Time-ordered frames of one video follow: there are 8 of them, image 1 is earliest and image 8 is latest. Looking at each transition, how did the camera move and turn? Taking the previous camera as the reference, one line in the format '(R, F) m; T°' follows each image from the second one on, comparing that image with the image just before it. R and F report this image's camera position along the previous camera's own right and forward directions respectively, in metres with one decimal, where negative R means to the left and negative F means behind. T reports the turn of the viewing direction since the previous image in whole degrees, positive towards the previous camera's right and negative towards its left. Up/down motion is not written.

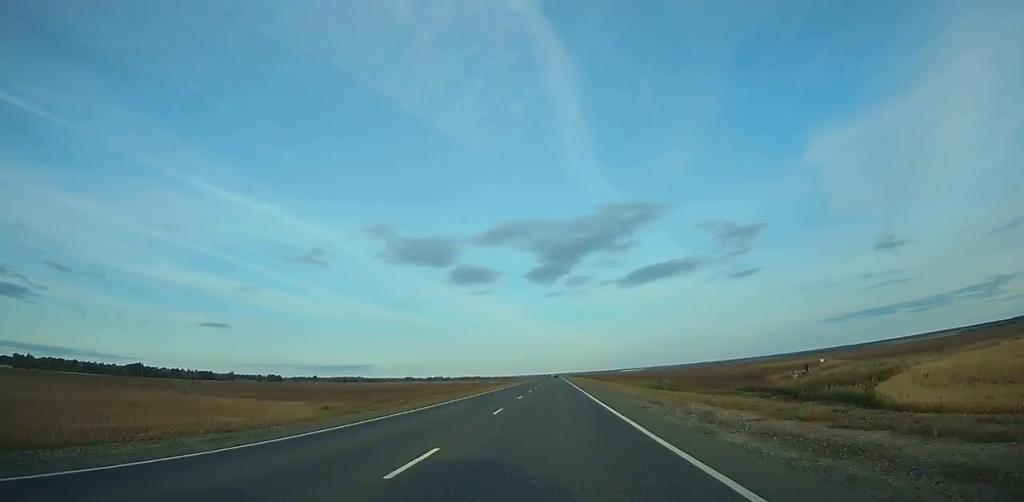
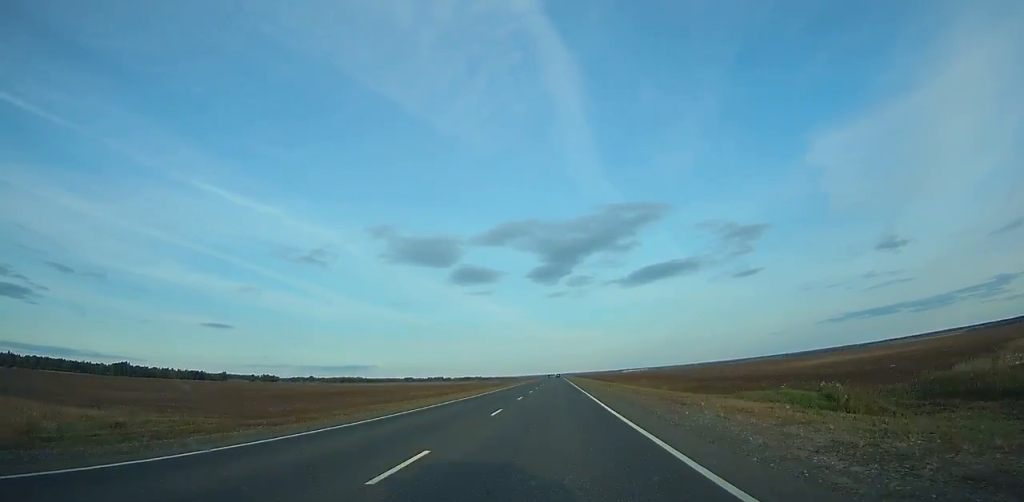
(+0.1, +36.8) m; 0°
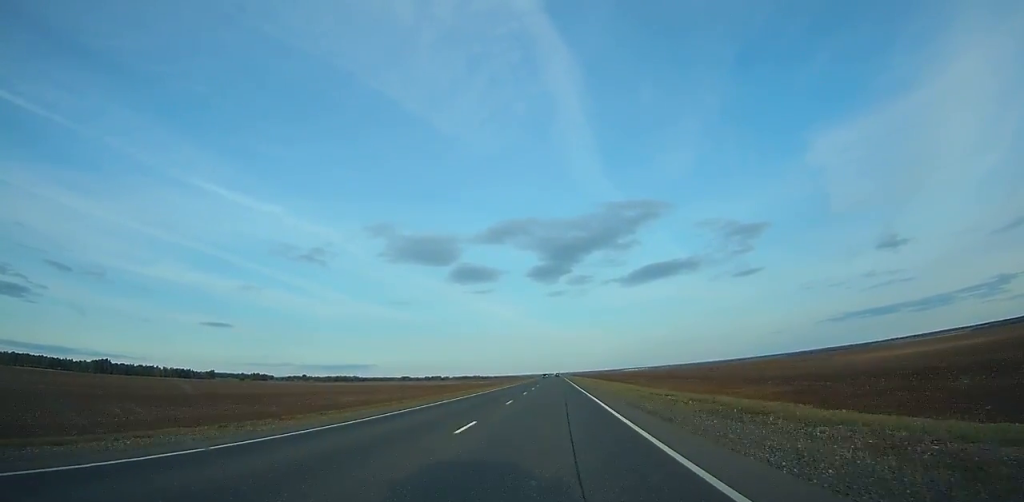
(+0.1, +42.1) m; 0°
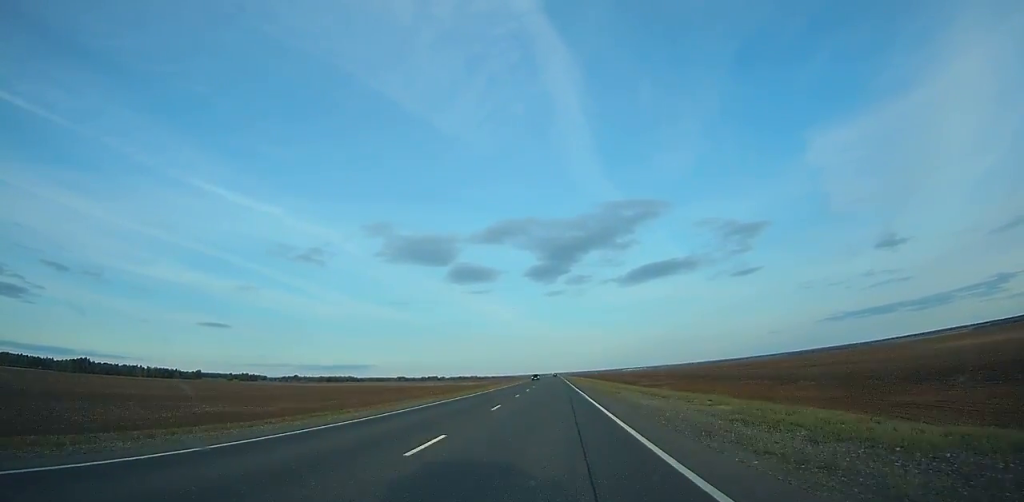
(0.0, +39.8) m; 0°
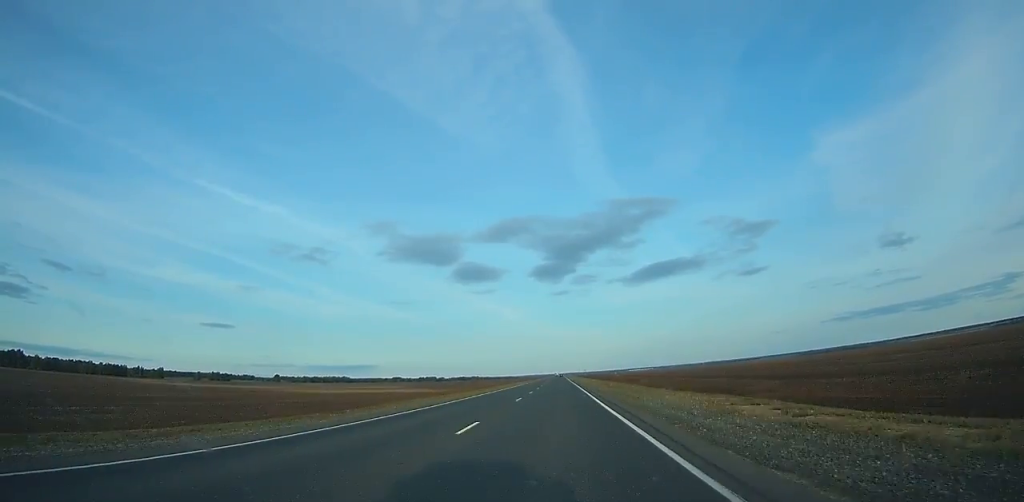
(-0.2, +128.1) m; 0°
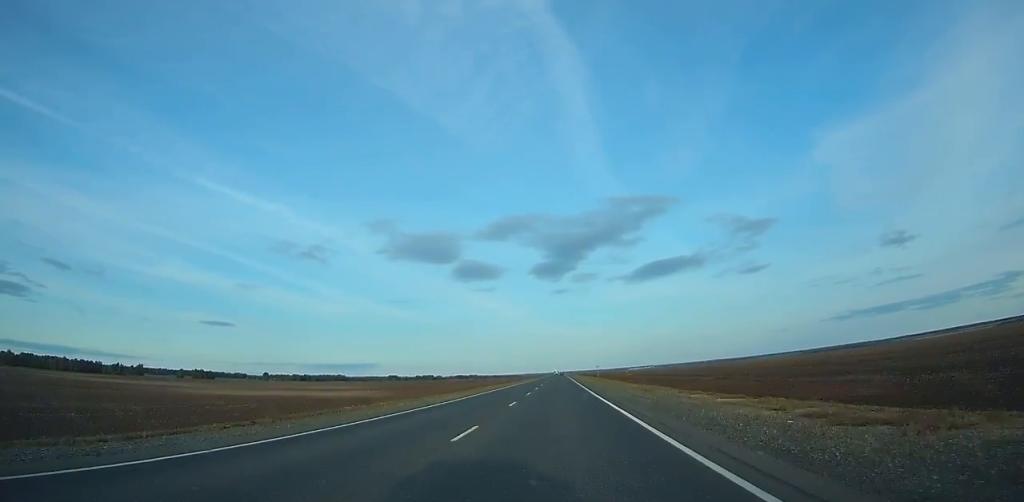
(0.0, +53.8) m; 0°
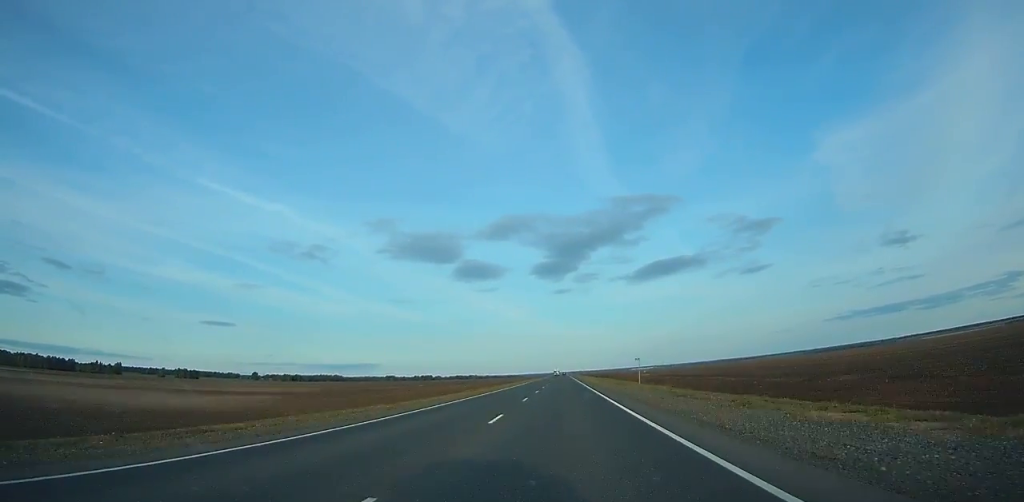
(0.0, +56.4) m; 0°
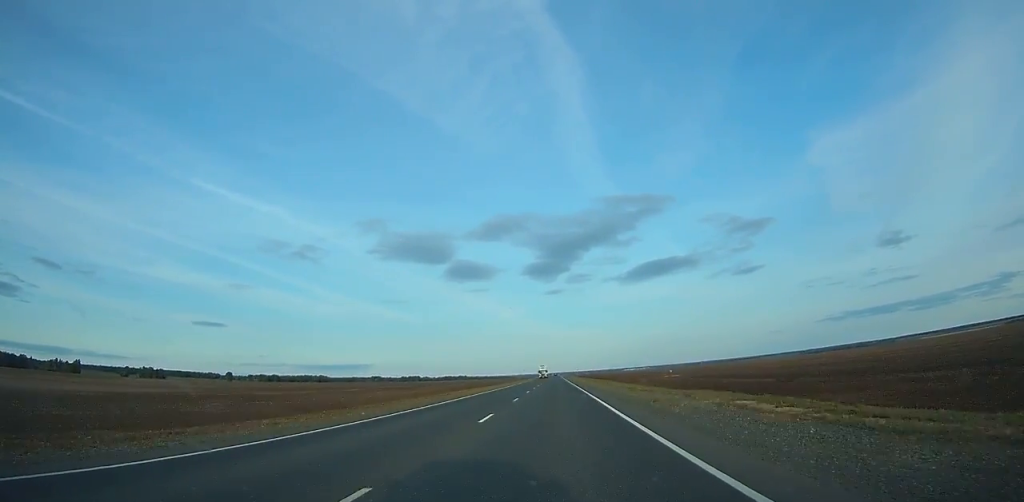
(+0.1, +72.7) m; 0°
